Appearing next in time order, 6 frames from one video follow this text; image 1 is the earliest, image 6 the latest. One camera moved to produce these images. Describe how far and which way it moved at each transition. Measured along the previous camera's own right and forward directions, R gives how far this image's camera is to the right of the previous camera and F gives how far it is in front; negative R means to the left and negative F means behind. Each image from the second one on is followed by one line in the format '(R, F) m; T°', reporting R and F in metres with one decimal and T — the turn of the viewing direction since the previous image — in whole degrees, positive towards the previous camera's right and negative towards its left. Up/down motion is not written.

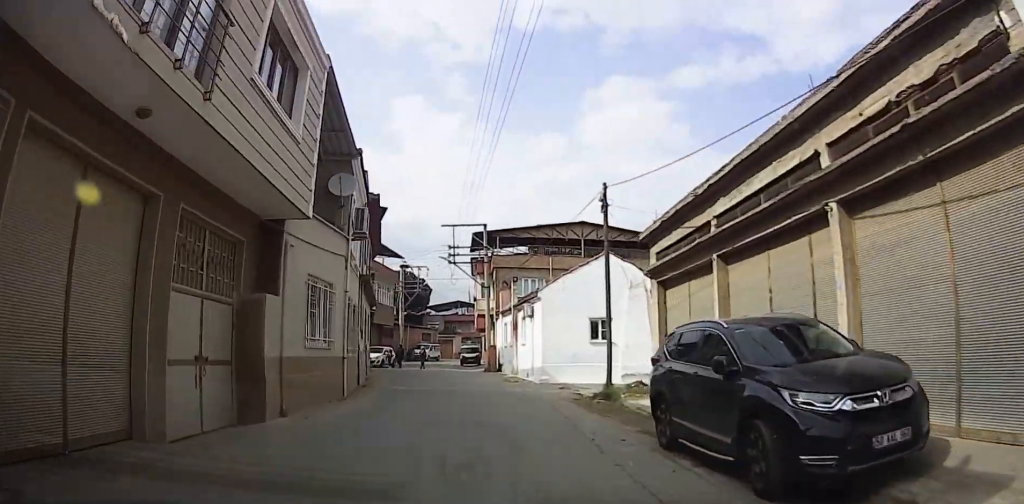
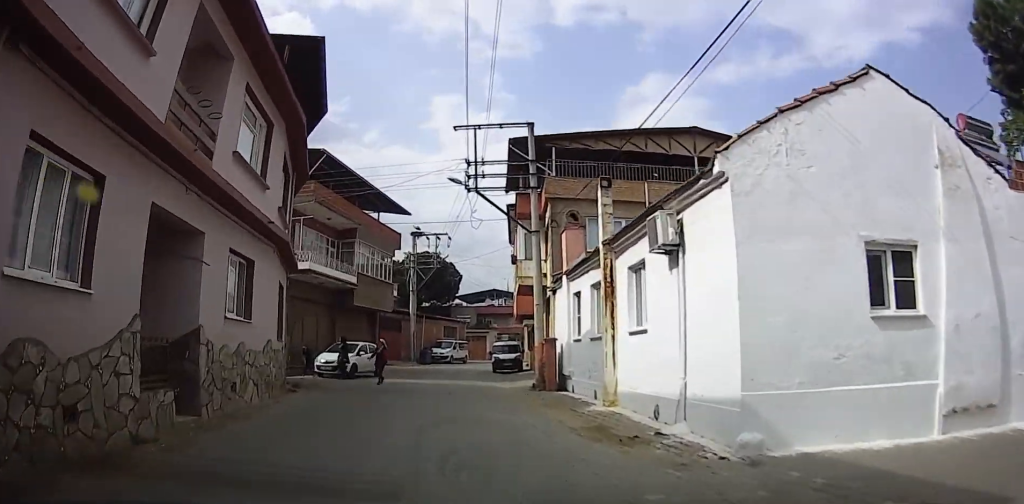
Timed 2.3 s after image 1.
(-1.4, +16.8) m; -4°
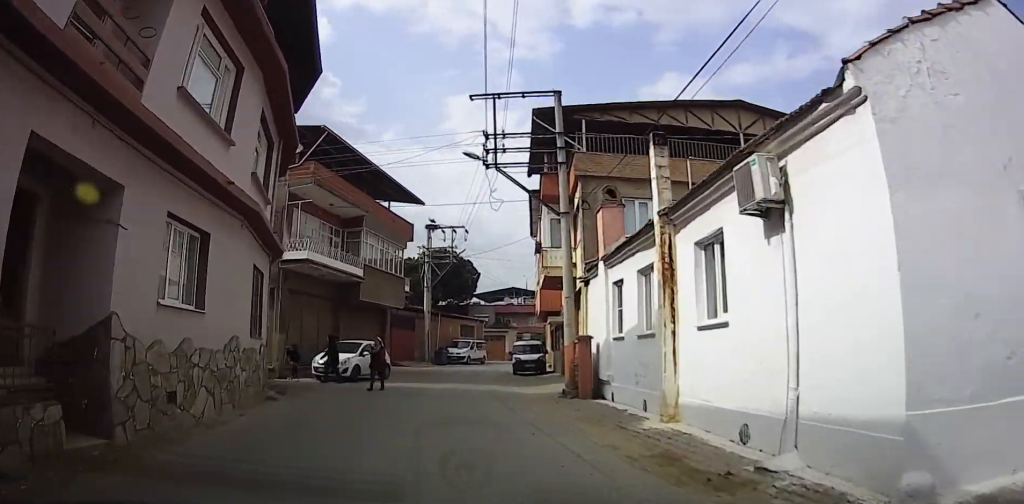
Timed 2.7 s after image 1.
(+0.3, +2.7) m; -2°
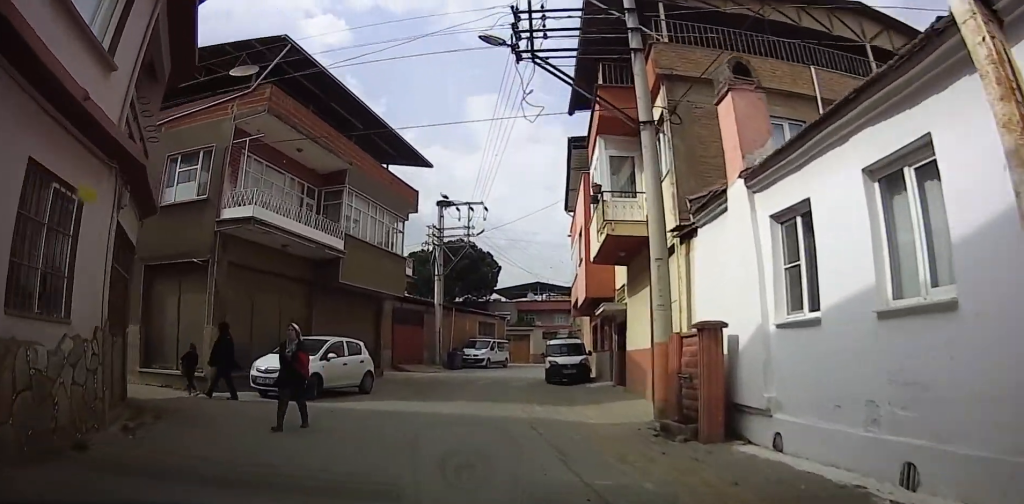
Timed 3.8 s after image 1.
(-0.6, +6.8) m; -1°
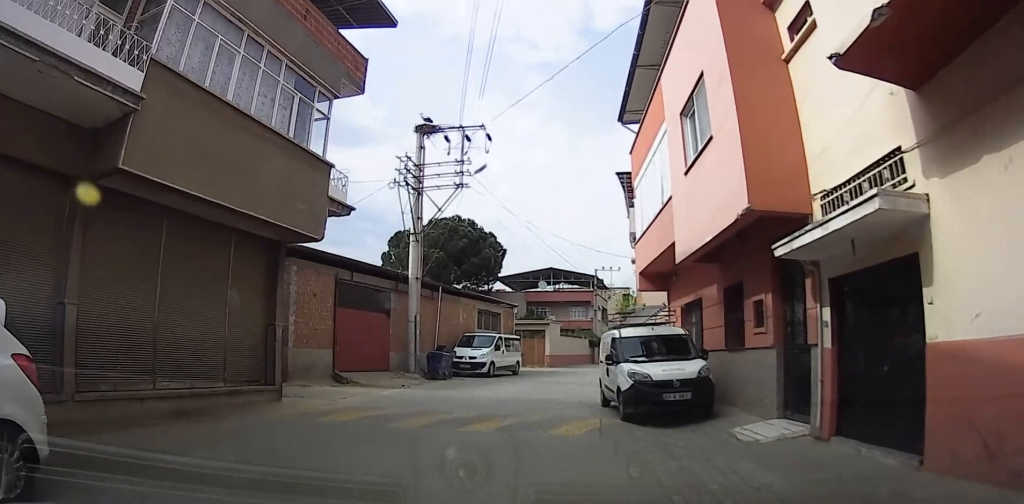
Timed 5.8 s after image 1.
(-0.1, +12.5) m; 0°
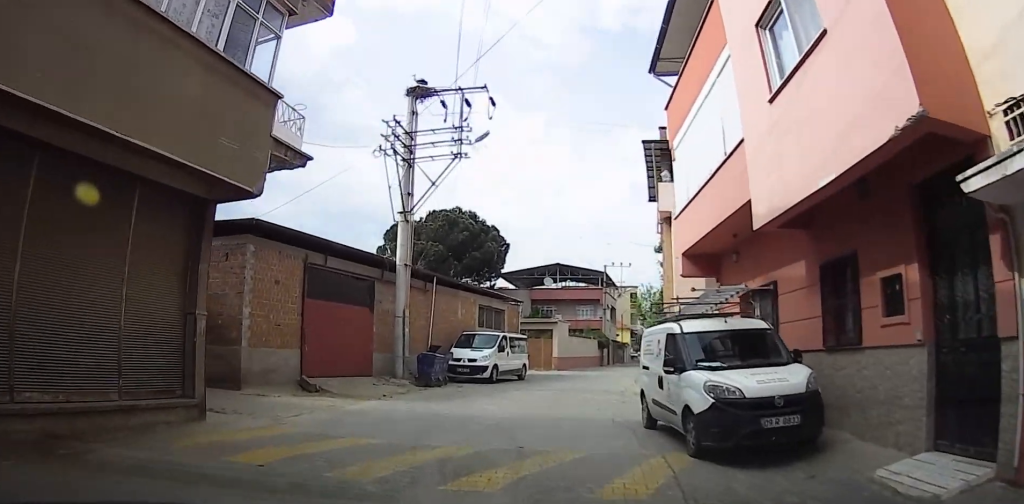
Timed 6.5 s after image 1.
(+0.2, +3.8) m; -1°
